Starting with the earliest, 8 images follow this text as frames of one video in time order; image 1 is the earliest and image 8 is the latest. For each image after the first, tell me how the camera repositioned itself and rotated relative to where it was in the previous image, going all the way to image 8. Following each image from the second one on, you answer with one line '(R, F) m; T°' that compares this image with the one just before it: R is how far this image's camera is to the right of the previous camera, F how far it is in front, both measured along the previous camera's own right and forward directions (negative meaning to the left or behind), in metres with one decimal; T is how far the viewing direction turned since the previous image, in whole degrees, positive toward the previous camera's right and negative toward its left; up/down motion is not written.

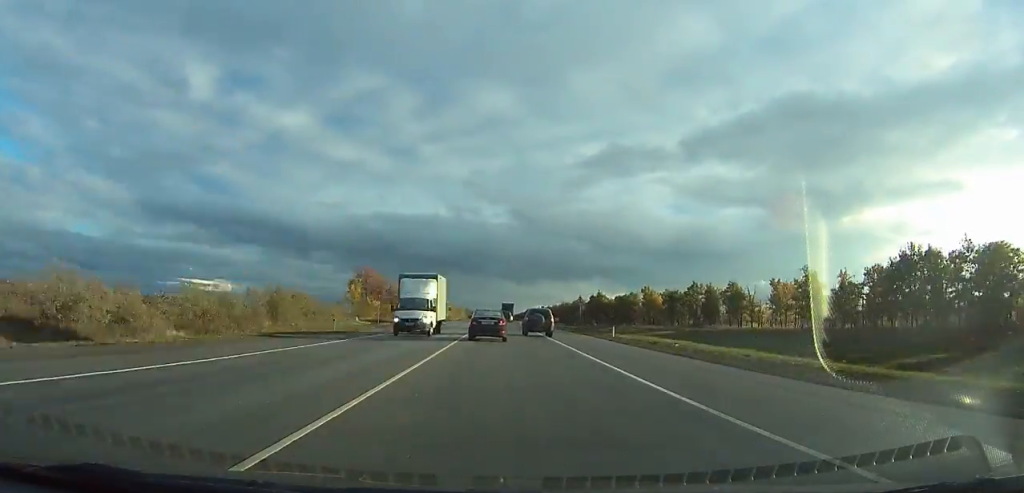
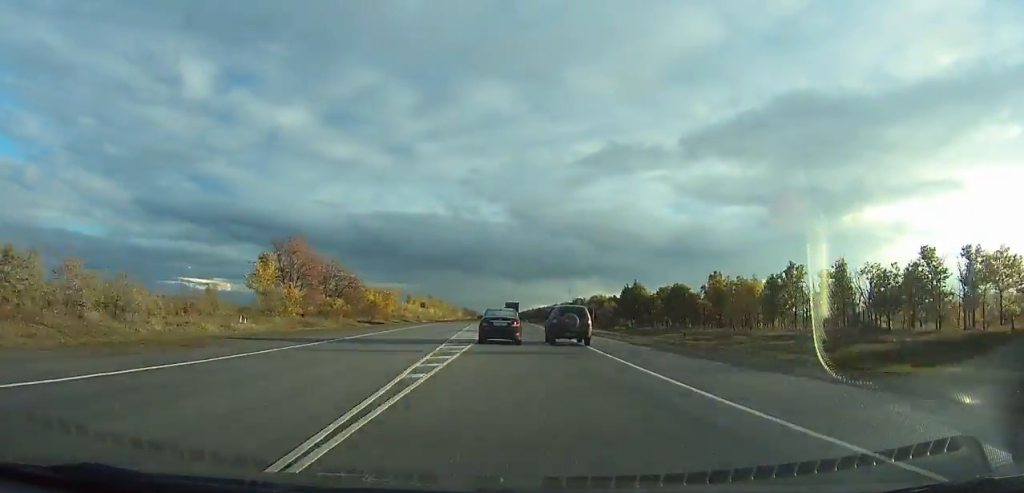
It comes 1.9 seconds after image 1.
(0.0, +55.7) m; 0°
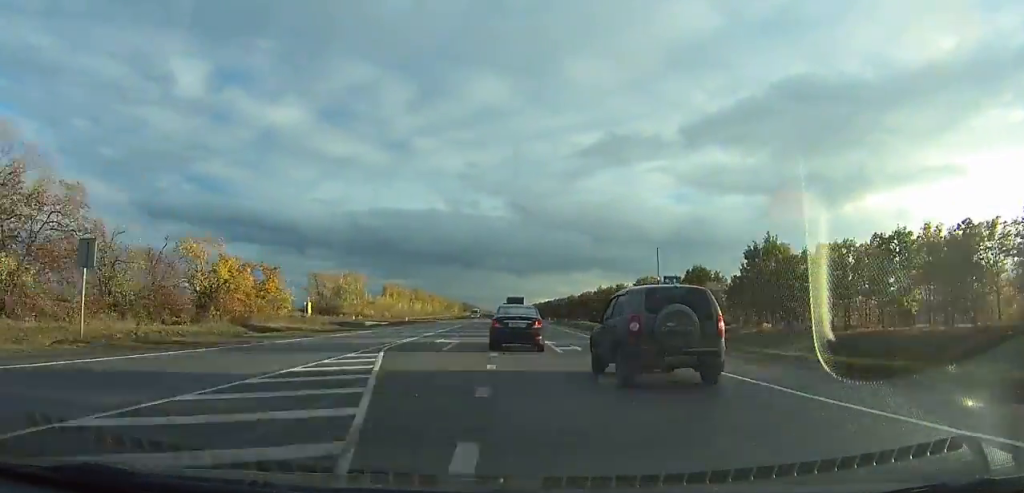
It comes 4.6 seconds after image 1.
(+0.3, +77.3) m; 0°
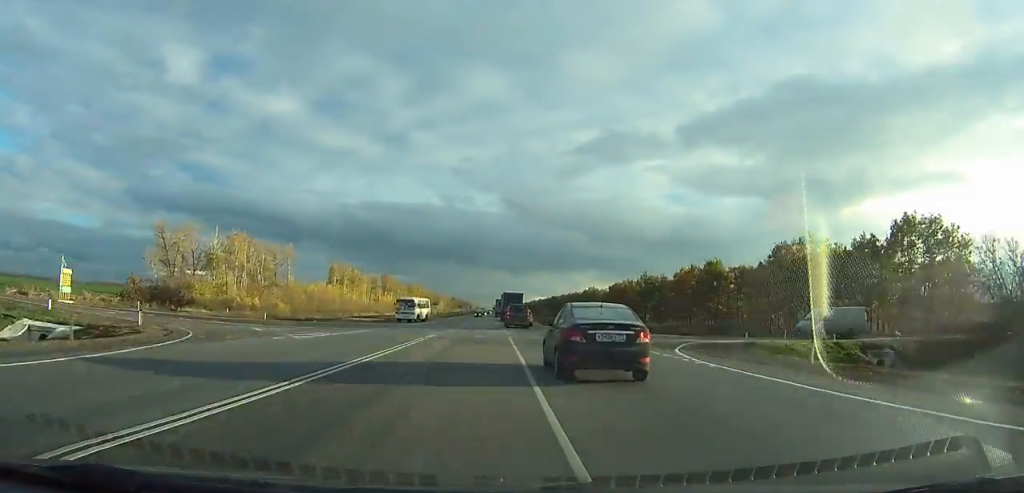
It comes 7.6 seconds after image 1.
(-0.1, +81.9) m; 0°
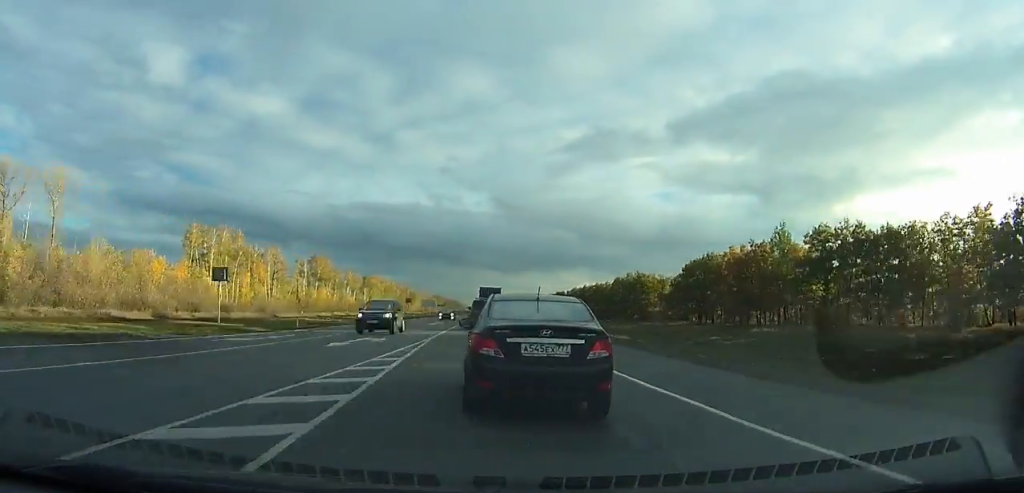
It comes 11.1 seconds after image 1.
(+0.6, +88.9) m; 0°
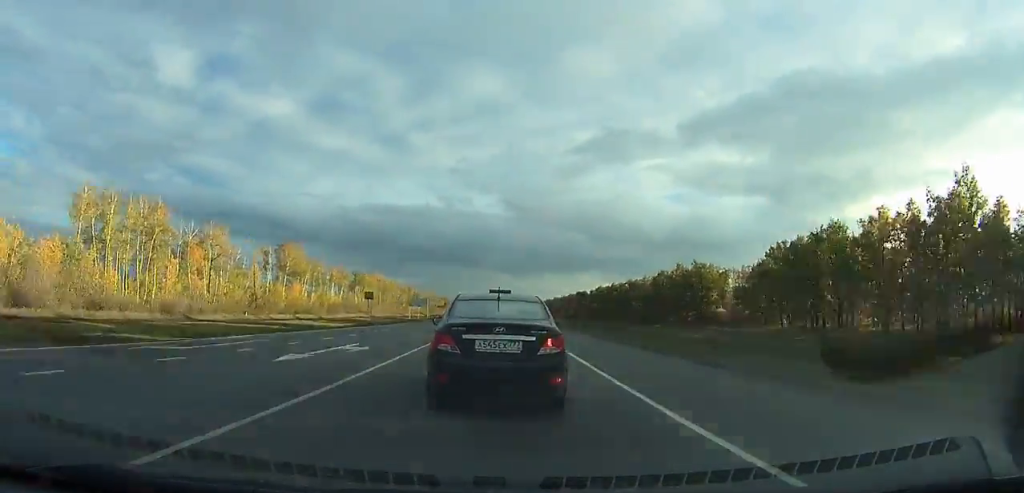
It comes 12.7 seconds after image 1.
(0.0, +38.2) m; 0°
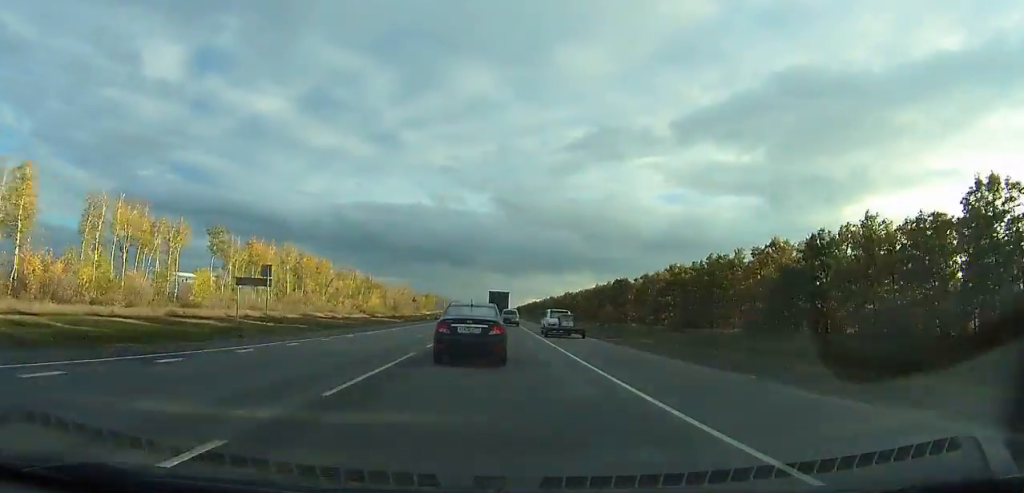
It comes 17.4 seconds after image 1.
(-0.7, +108.2) m; 0°
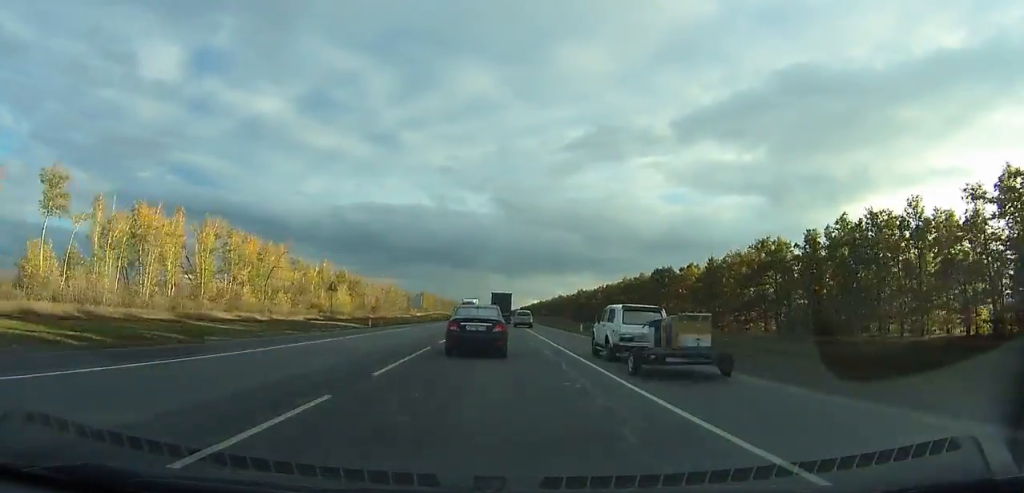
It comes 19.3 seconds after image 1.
(0.0, +43.6) m; 0°
